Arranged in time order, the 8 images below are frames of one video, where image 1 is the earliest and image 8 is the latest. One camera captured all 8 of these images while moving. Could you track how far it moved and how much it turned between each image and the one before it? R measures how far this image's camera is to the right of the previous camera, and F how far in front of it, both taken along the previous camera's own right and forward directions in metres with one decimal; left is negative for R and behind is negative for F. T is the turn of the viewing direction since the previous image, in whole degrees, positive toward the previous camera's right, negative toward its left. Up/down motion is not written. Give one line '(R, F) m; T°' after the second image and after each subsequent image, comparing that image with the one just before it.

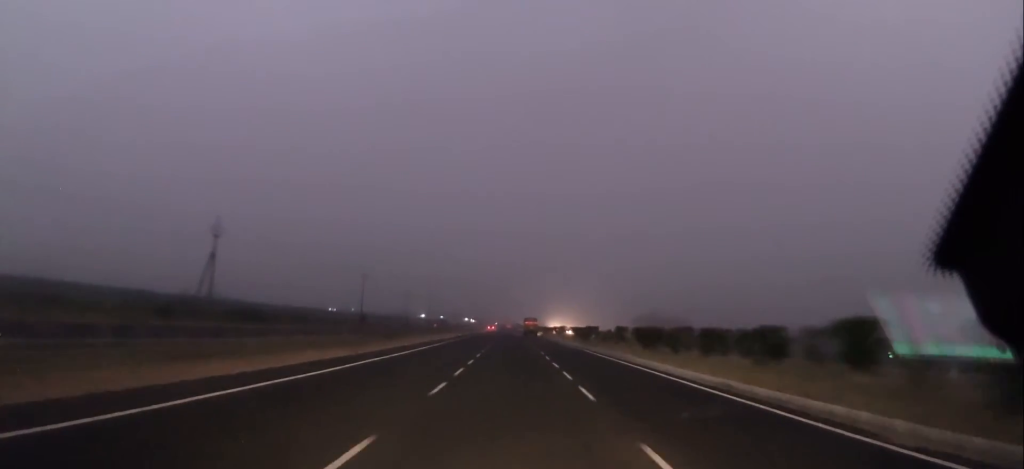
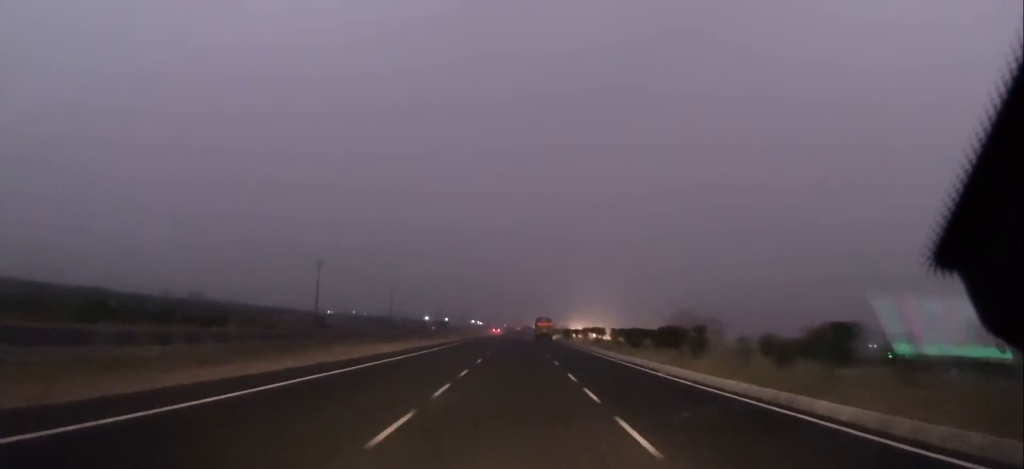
(0.0, +36.1) m; 0°
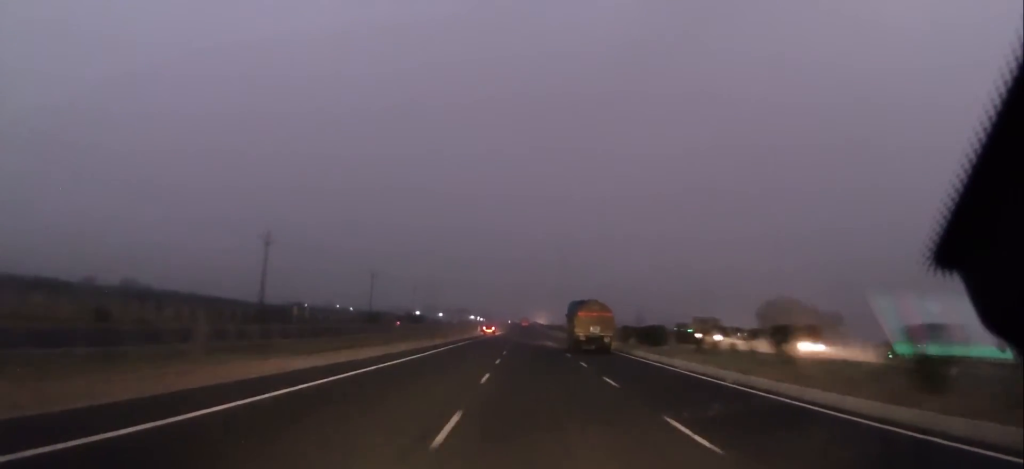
(-1.4, +83.8) m; -2°
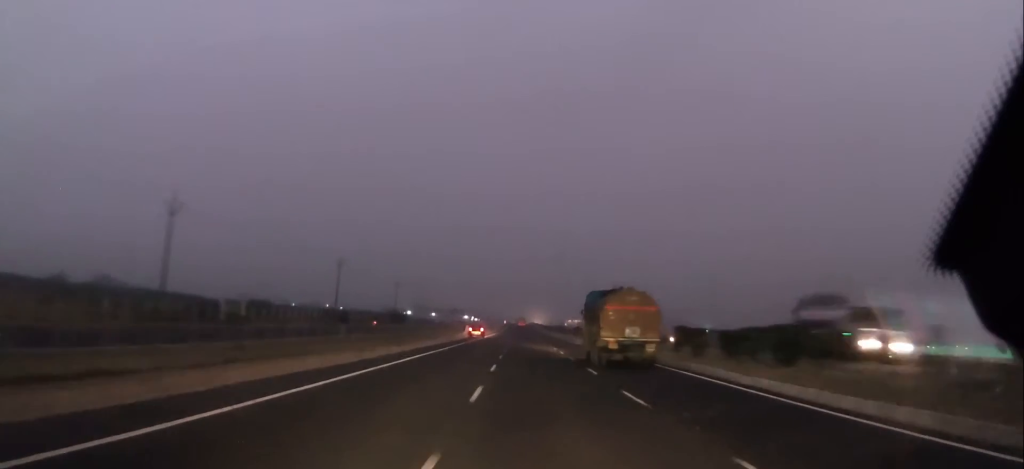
(-0.1, +21.9) m; +1°
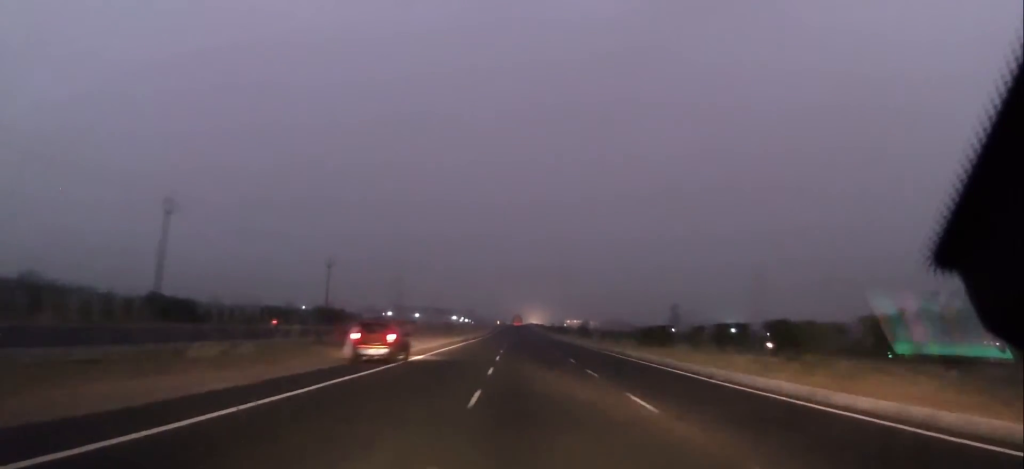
(+0.8, +54.7) m; +1°
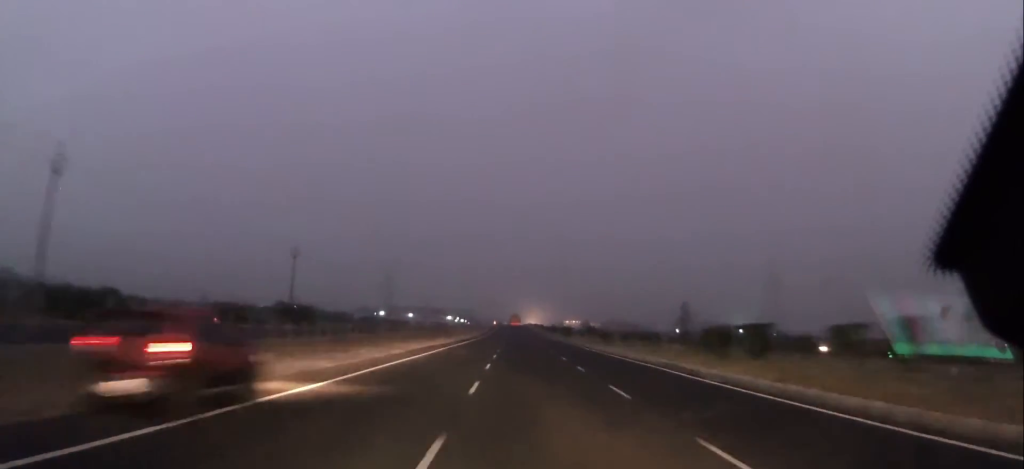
(0.0, +15.8) m; 0°
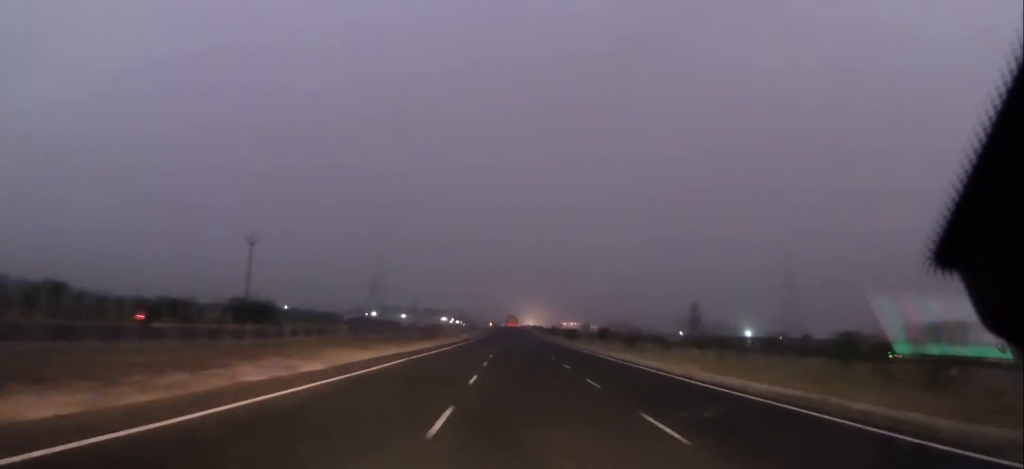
(0.0, +14.6) m; 0°
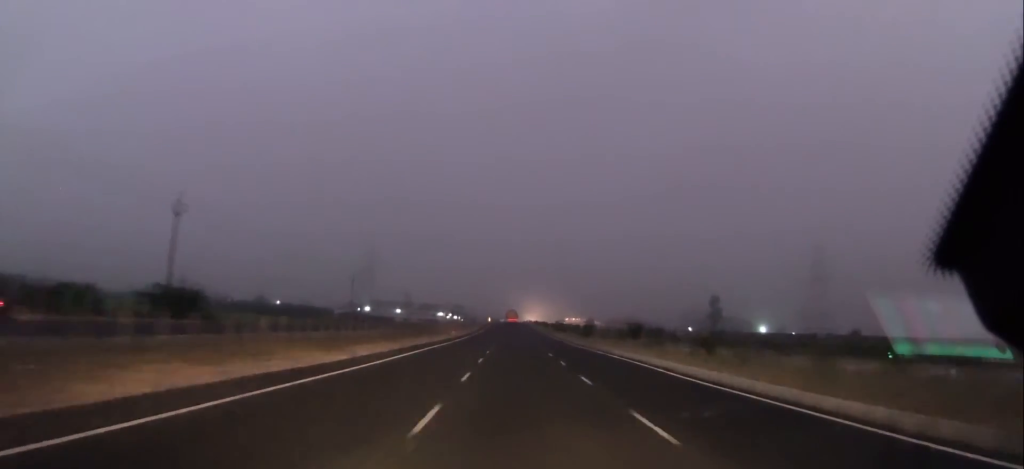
(+0.1, +18.2) m; 0°
